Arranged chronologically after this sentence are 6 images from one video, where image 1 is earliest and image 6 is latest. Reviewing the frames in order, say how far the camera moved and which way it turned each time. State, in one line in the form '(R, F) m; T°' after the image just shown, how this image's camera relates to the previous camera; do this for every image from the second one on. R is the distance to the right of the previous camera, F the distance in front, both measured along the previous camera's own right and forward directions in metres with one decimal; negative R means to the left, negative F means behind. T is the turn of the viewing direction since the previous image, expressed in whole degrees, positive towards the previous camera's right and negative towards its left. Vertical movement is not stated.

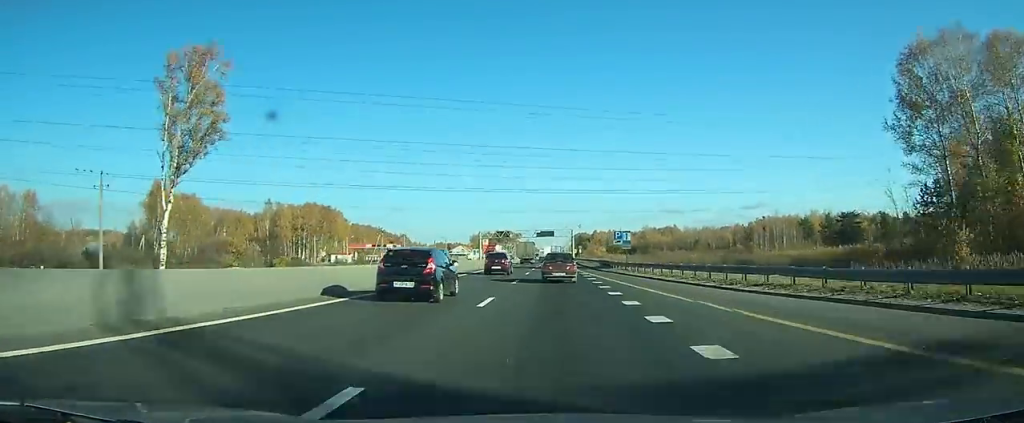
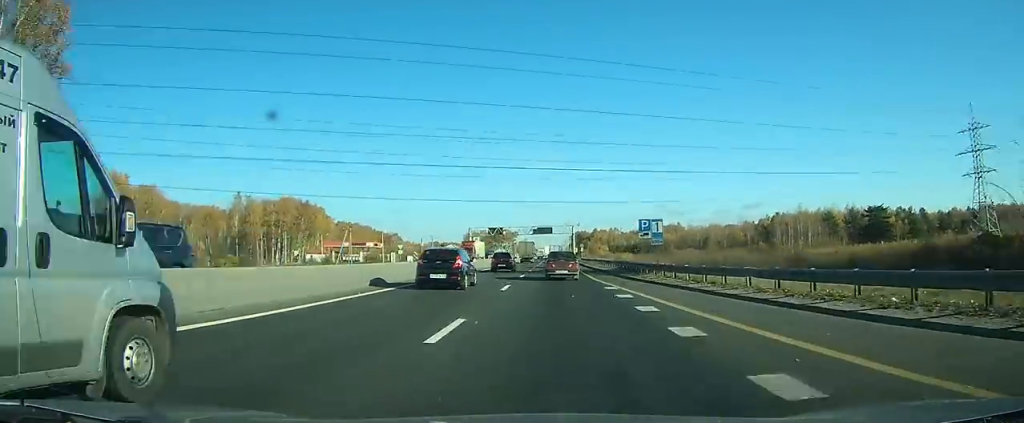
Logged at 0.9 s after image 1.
(0.0, +17.9) m; 0°
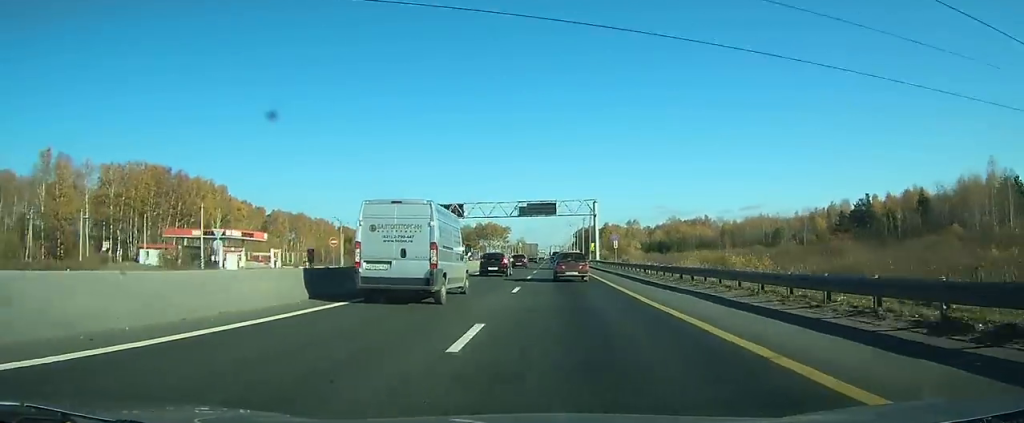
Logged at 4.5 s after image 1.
(+0.4, +72.5) m; +1°
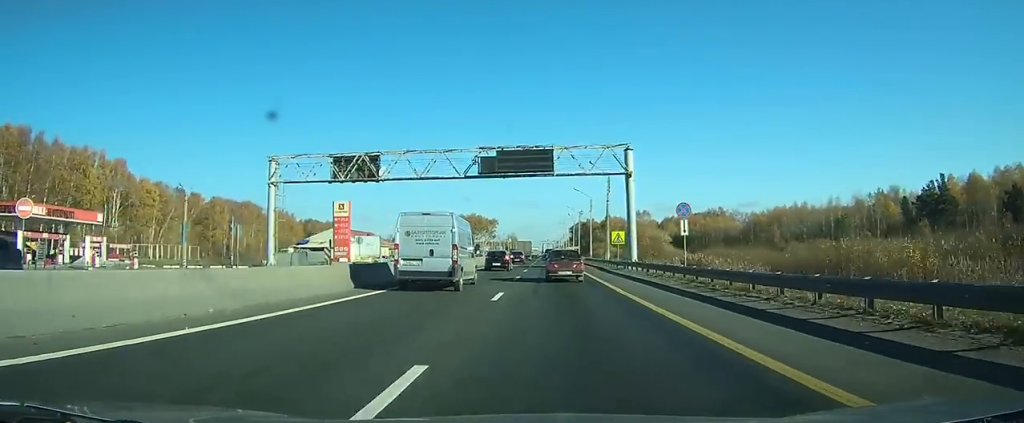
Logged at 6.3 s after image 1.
(+0.1, +40.2) m; 0°
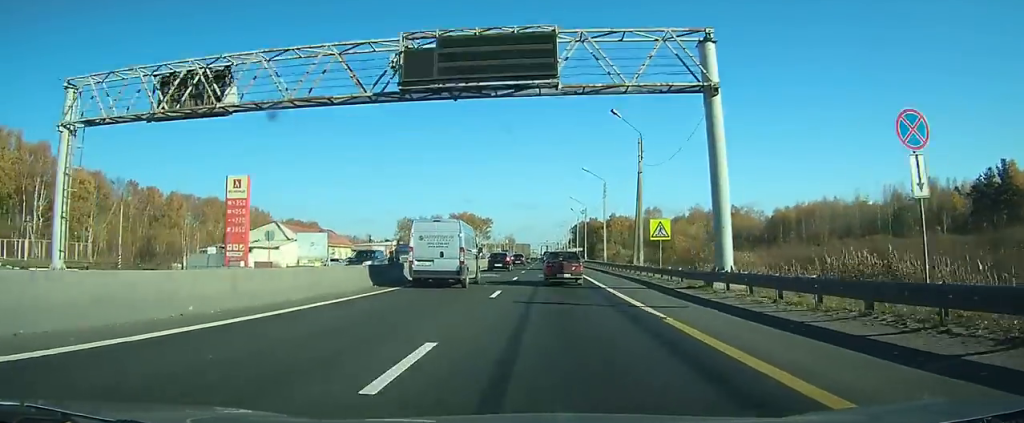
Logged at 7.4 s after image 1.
(0.0, +22.1) m; 0°
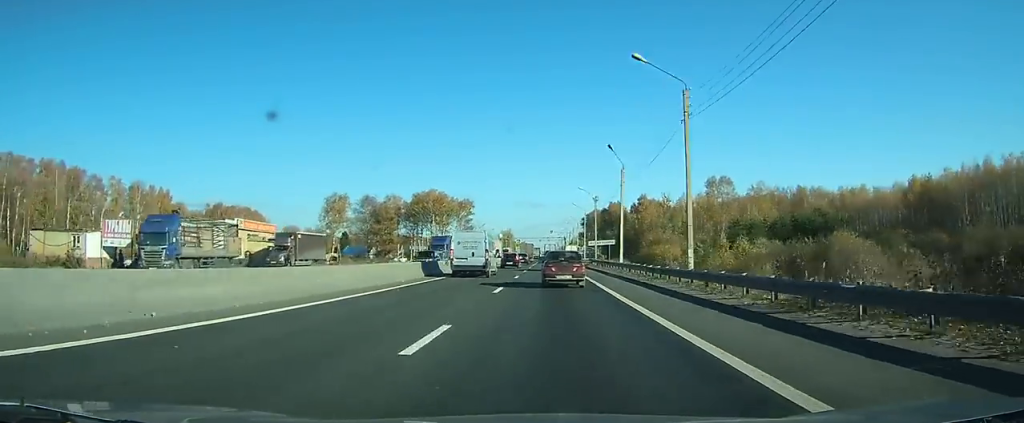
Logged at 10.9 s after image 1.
(-0.1, +67.7) m; 0°
